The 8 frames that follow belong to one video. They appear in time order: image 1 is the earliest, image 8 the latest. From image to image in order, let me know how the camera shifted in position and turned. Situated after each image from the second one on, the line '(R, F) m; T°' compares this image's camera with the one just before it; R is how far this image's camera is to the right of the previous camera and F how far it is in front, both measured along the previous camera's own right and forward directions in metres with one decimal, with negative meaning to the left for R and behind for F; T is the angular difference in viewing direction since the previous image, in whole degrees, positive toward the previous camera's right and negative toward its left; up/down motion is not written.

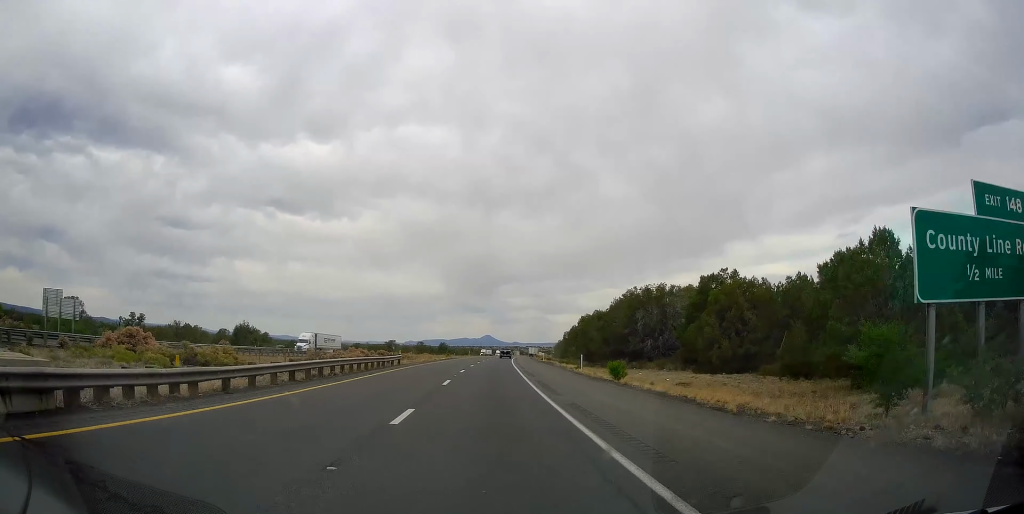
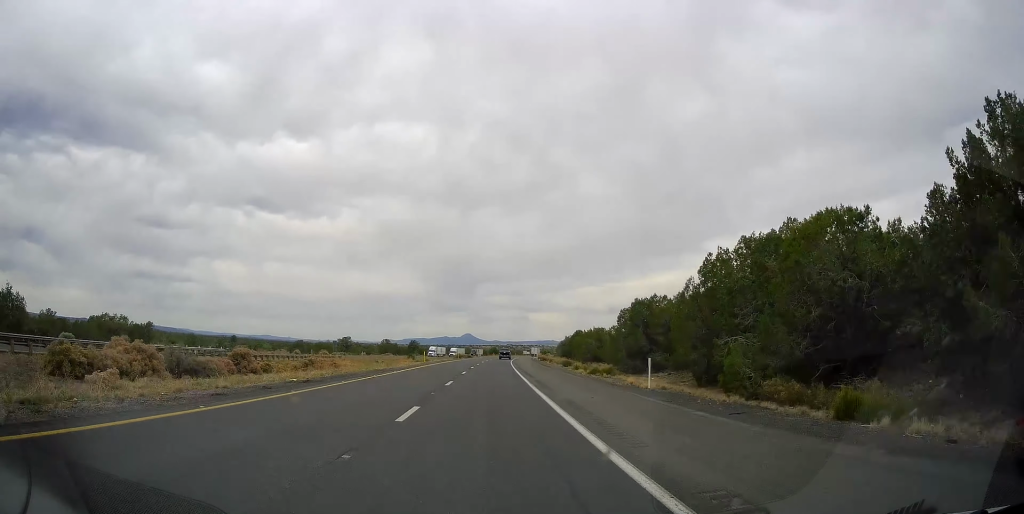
(+0.3, +59.7) m; +1°
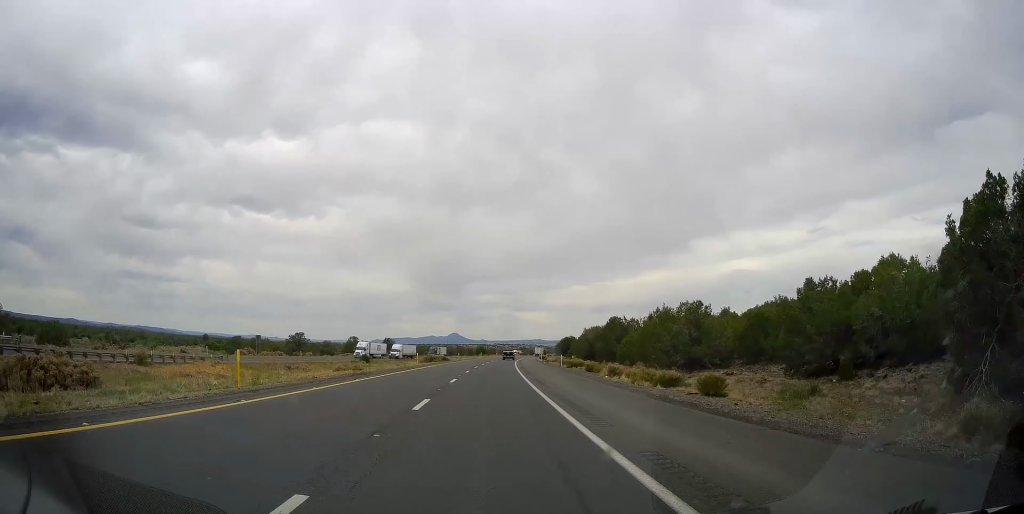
(+0.6, +46.0) m; +1°
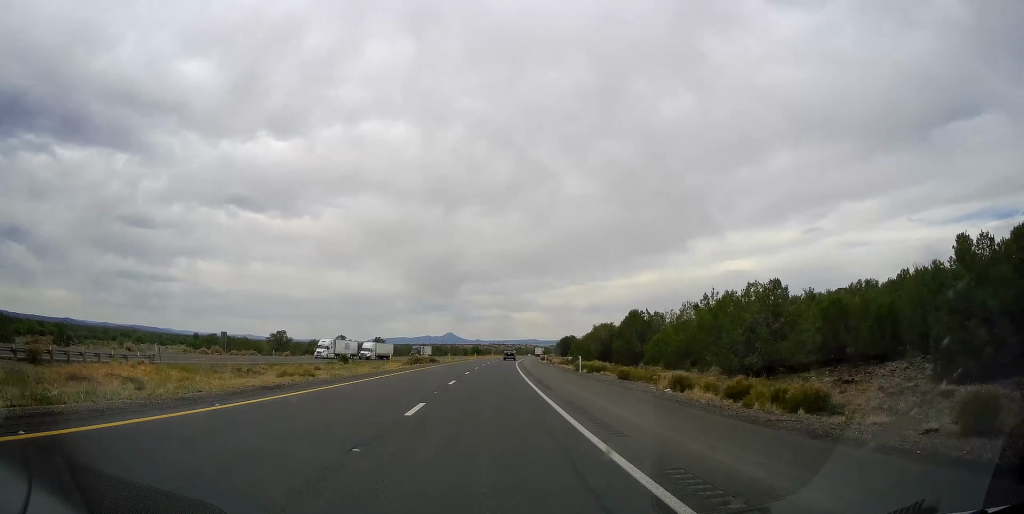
(0.0, +13.5) m; +1°
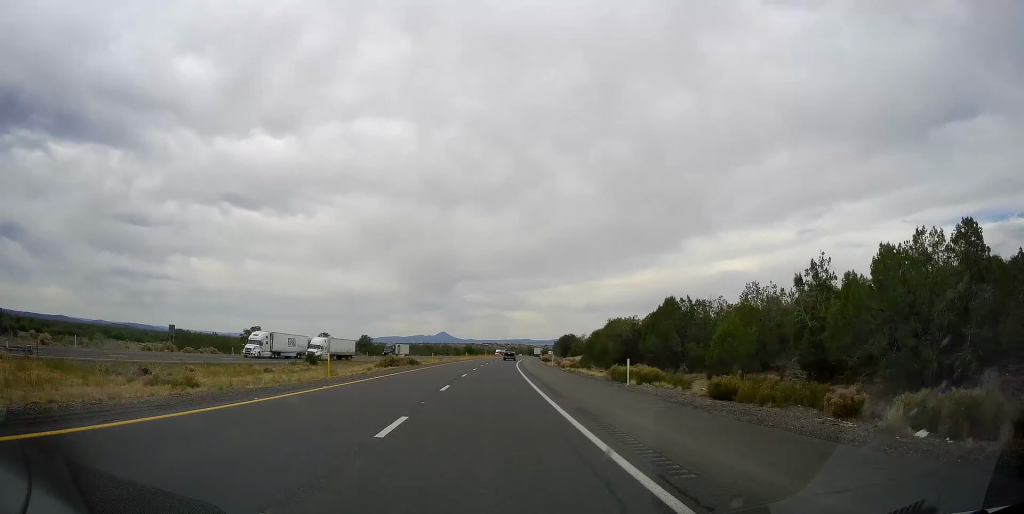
(-0.1, +15.7) m; +1°
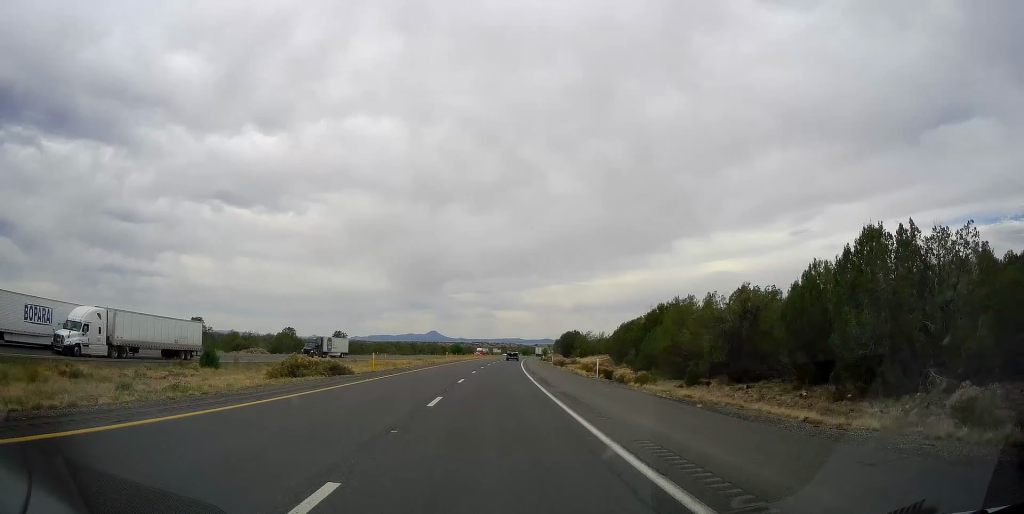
(+0.5, +30.5) m; +1°
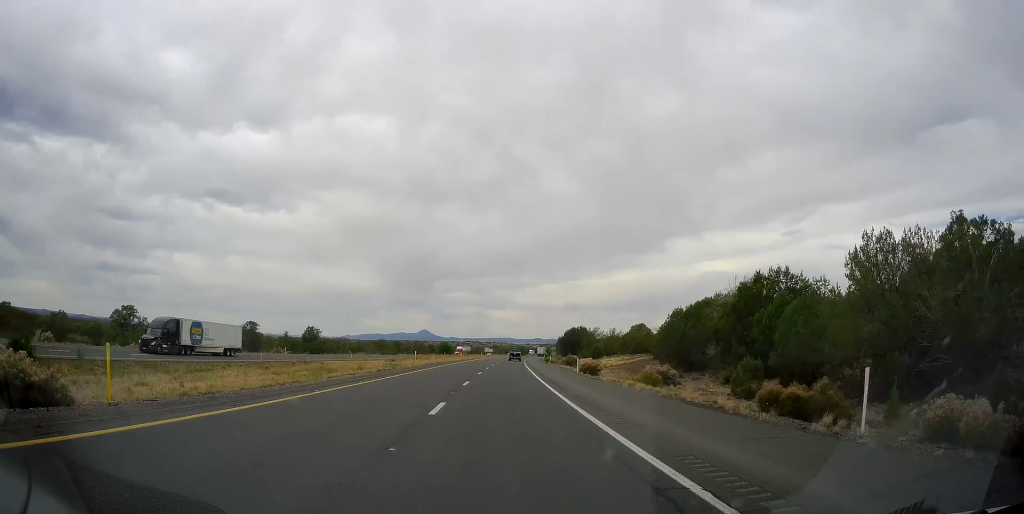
(+0.2, +26.1) m; +1°
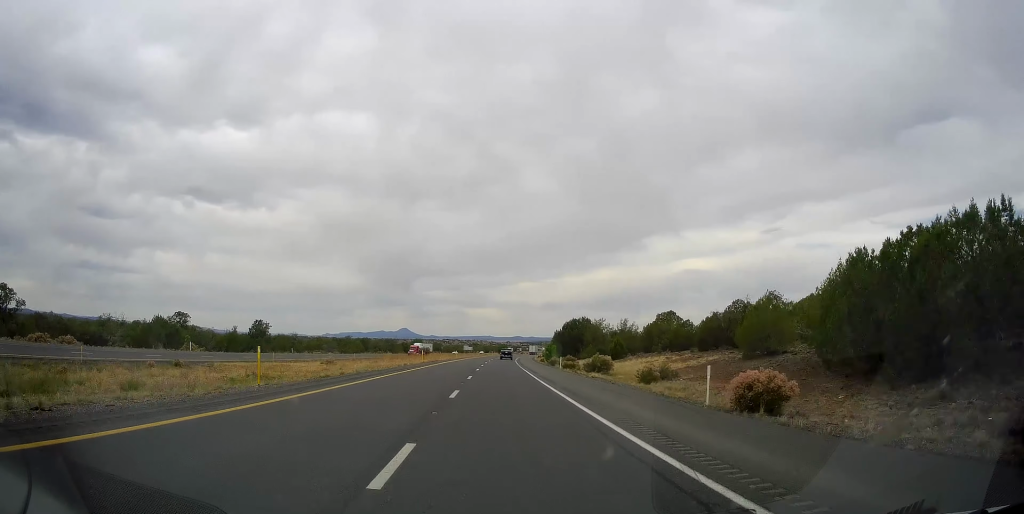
(0.0, +31.7) m; +1°
